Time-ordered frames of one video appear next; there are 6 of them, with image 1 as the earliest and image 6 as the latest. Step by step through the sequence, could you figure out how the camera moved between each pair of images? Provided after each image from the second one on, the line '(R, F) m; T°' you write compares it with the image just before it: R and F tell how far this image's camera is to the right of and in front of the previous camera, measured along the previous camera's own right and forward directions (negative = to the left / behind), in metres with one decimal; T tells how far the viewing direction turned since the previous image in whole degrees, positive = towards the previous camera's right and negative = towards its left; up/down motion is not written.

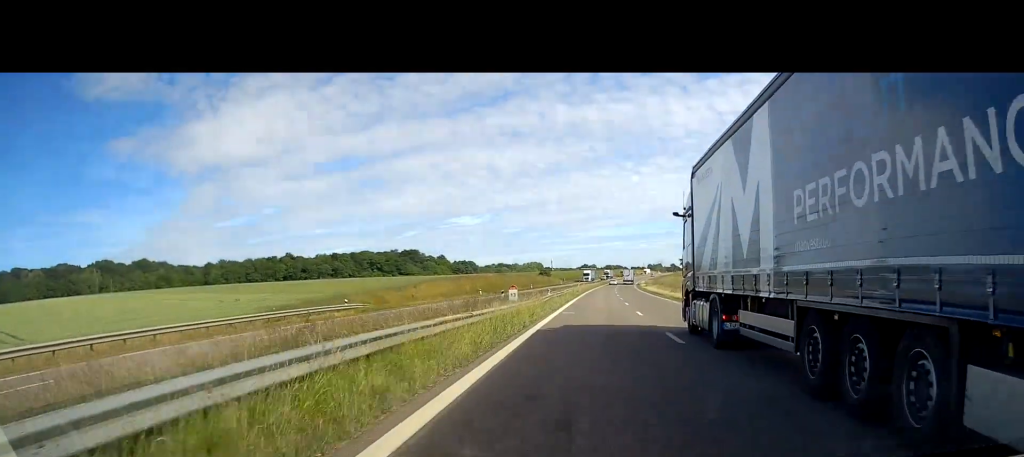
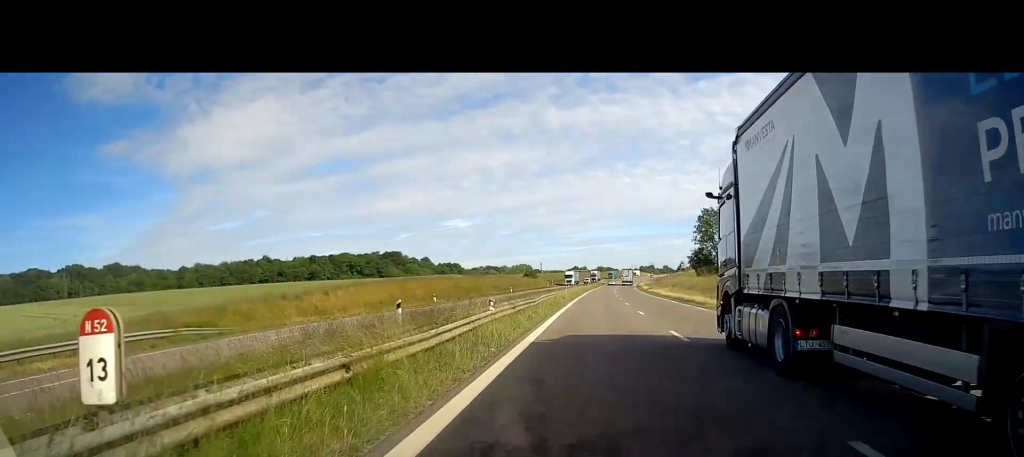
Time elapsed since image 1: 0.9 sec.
(+0.1, +25.1) m; 0°
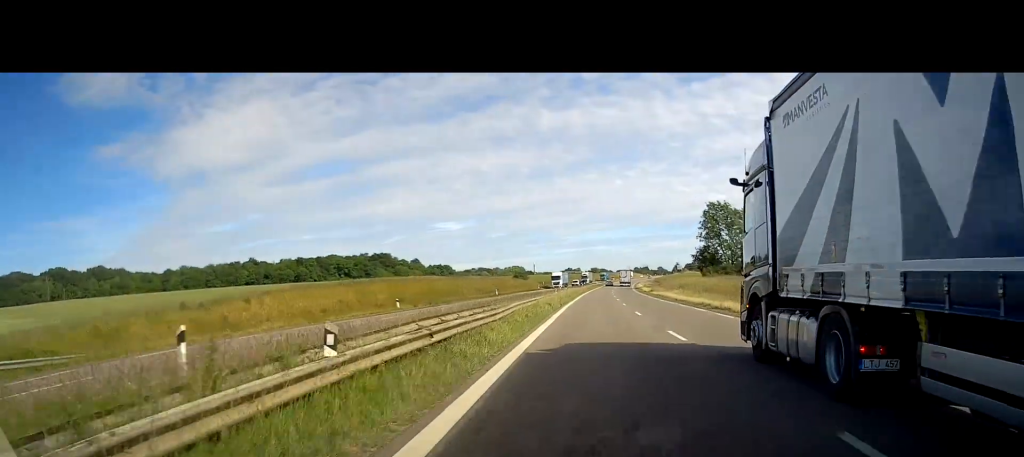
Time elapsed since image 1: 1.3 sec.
(0.0, +12.5) m; 0°
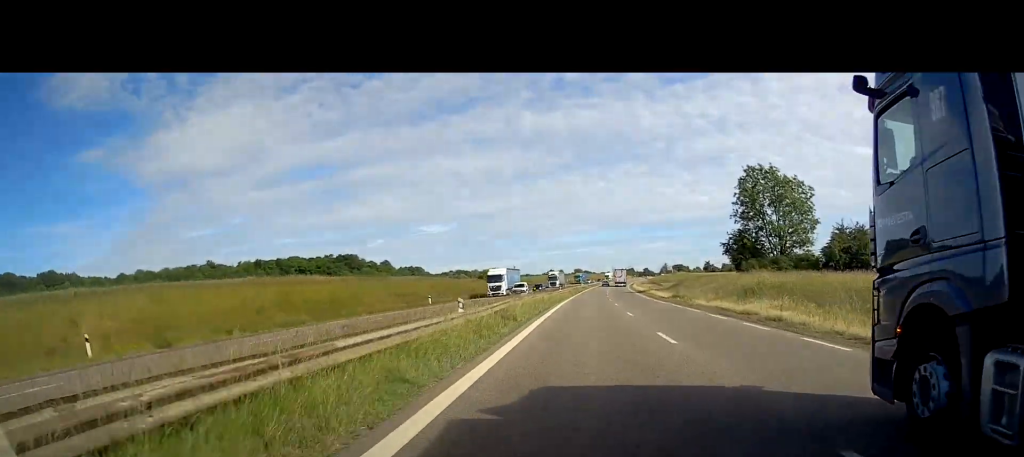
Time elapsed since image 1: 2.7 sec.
(+0.3, +39.1) m; +1°
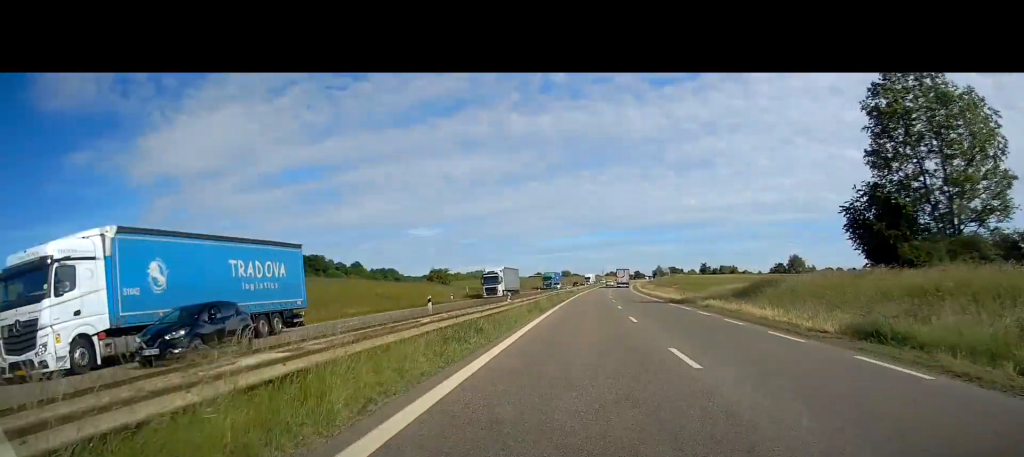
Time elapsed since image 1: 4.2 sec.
(+1.1, +42.4) m; +3°
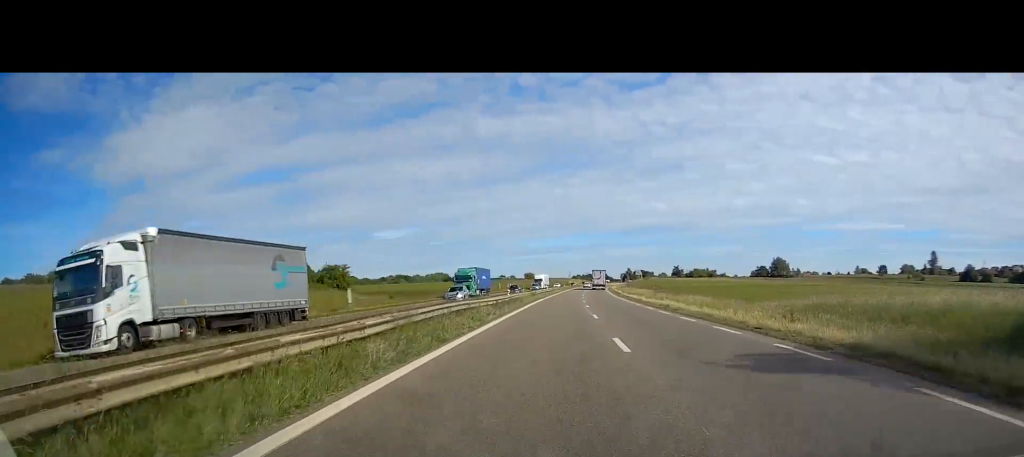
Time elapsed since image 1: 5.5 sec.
(+0.5, +36.5) m; +2°
